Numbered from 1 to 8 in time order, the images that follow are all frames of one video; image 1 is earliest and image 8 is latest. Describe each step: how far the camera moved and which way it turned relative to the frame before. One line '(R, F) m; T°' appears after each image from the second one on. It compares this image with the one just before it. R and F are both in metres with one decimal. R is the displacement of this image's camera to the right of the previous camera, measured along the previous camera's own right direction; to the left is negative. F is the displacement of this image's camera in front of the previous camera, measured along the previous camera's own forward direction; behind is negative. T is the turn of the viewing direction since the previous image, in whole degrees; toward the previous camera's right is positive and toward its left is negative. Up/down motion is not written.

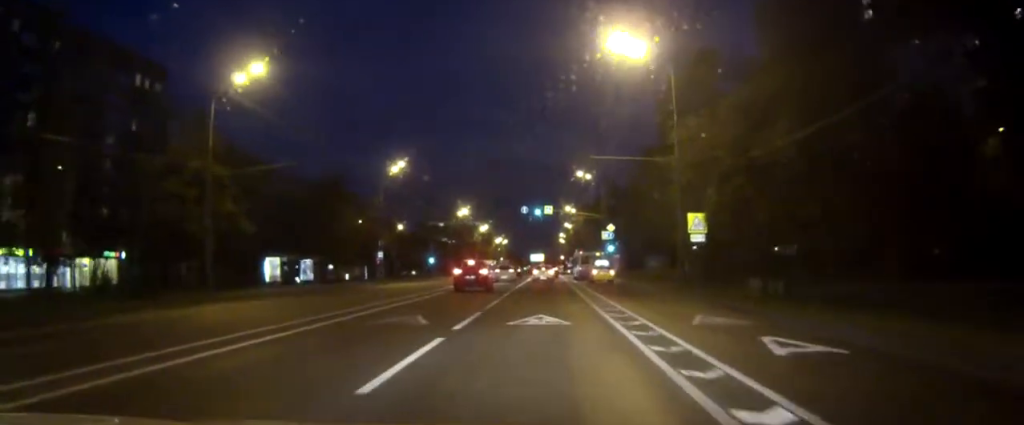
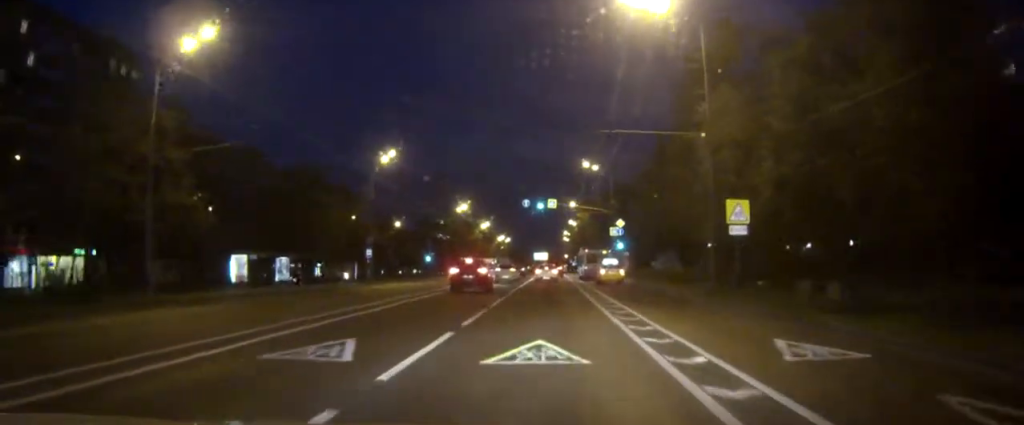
(0.0, +7.1) m; 0°
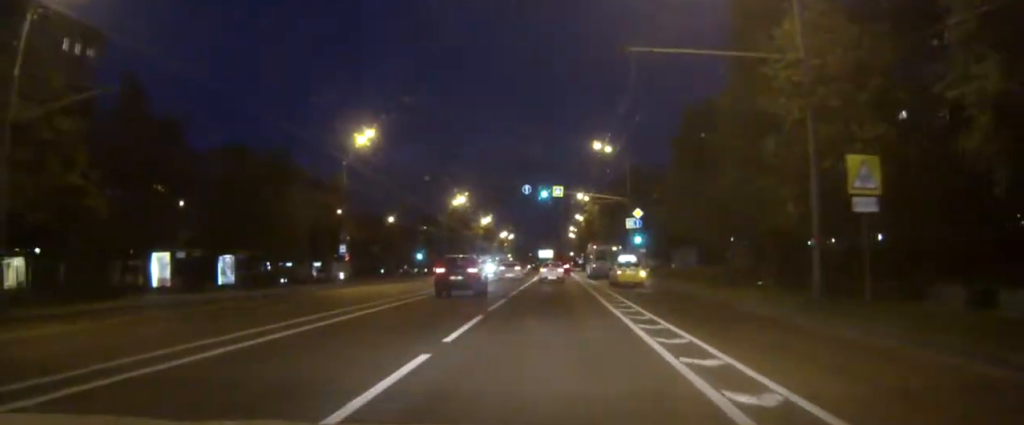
(0.0, +11.7) m; 0°
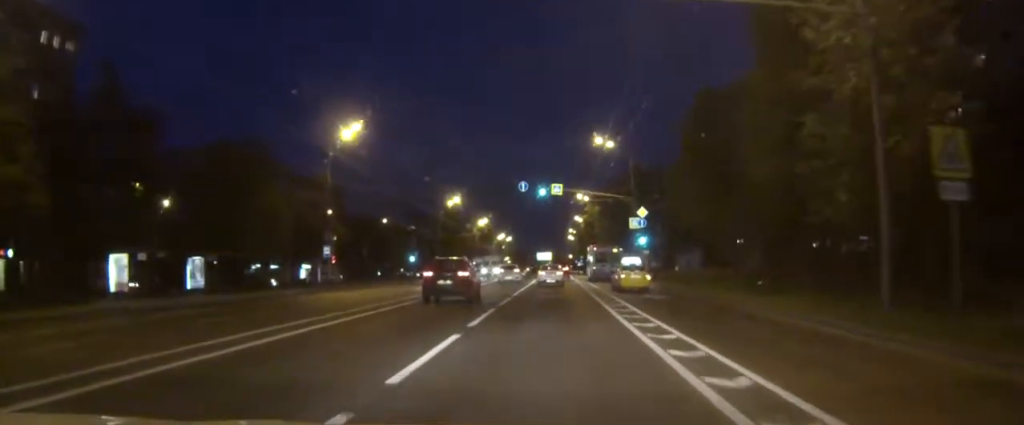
(0.0, +4.4) m; 0°
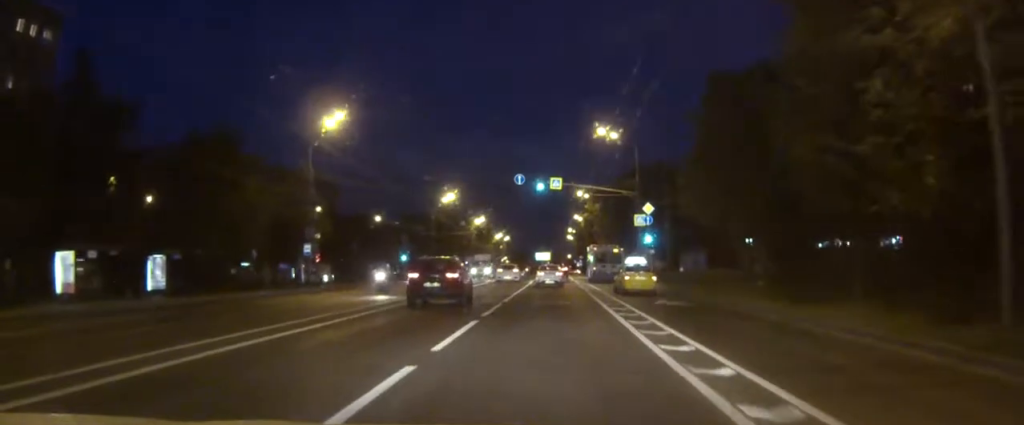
(0.0, +4.7) m; 0°
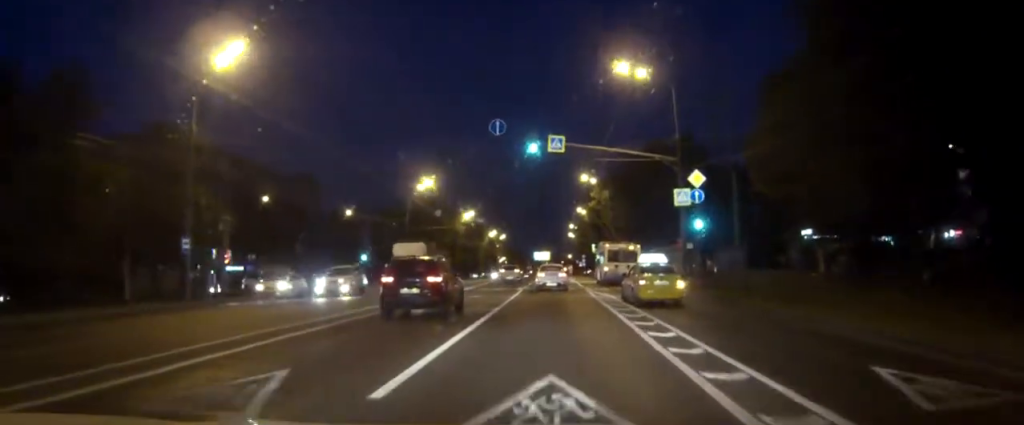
(+0.2, +20.0) m; +1°
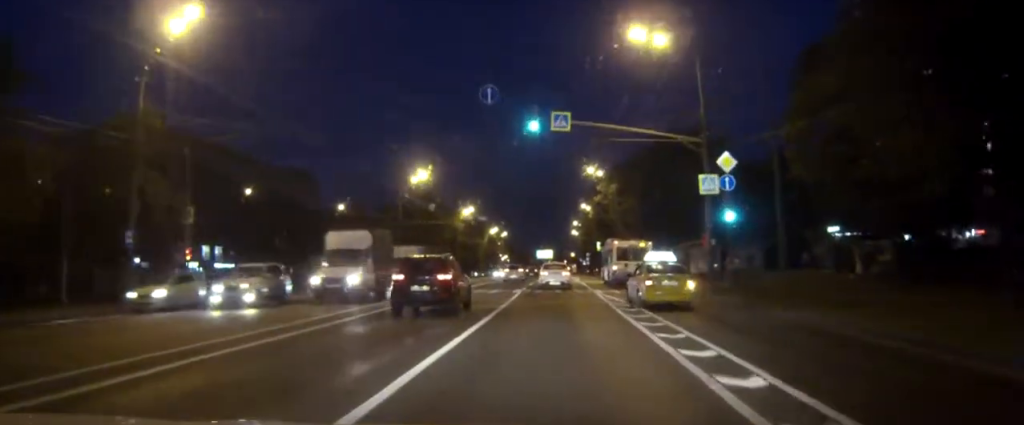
(0.0, +6.1) m; 0°
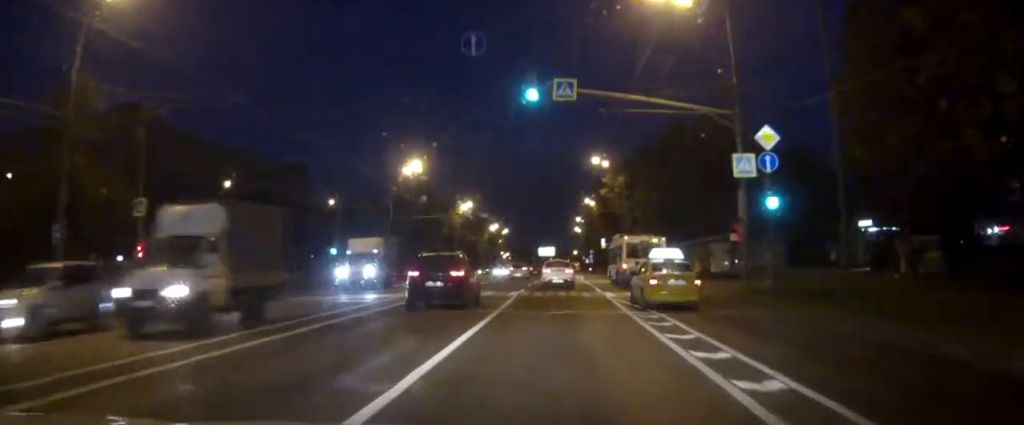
(0.0, +6.1) m; 0°
